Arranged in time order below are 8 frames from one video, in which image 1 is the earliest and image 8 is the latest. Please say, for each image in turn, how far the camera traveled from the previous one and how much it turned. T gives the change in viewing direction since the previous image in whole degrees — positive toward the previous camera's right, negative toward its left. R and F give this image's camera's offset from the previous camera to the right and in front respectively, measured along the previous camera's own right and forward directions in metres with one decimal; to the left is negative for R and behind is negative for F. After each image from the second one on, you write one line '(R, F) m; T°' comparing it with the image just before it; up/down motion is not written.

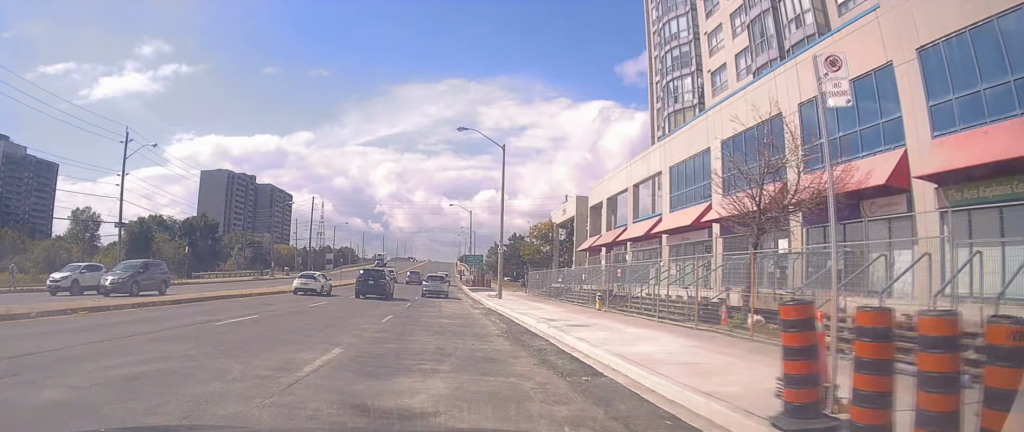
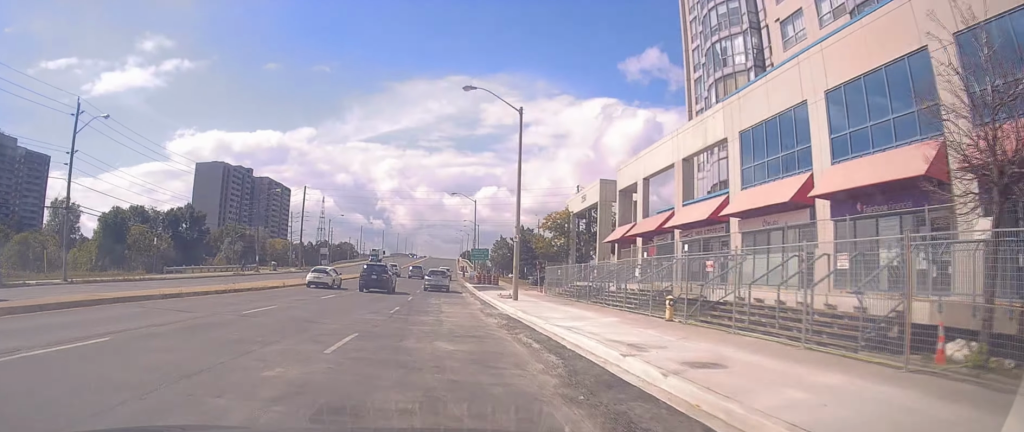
(0.0, +7.9) m; +2°
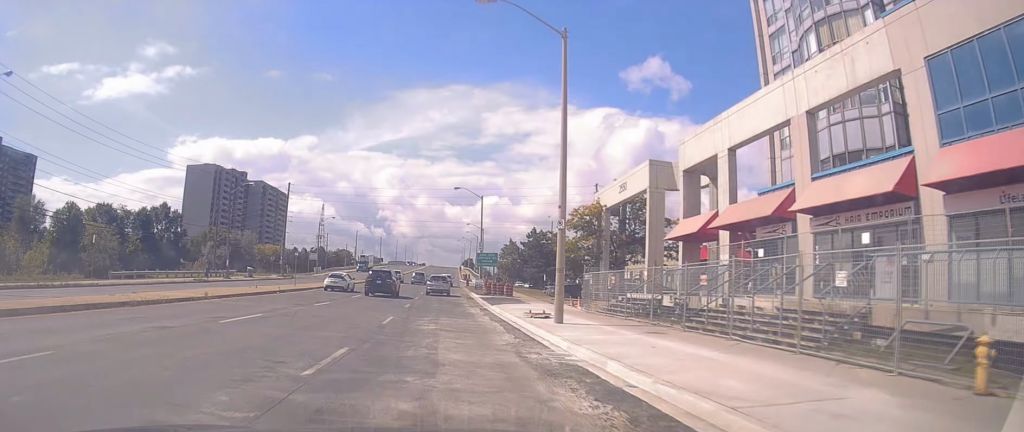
(+0.7, +11.6) m; +2°
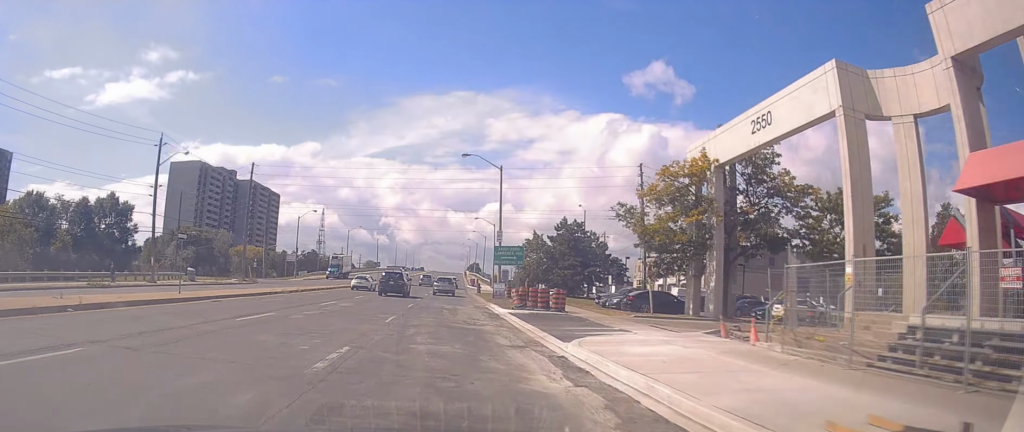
(-0.4, +19.3) m; -2°
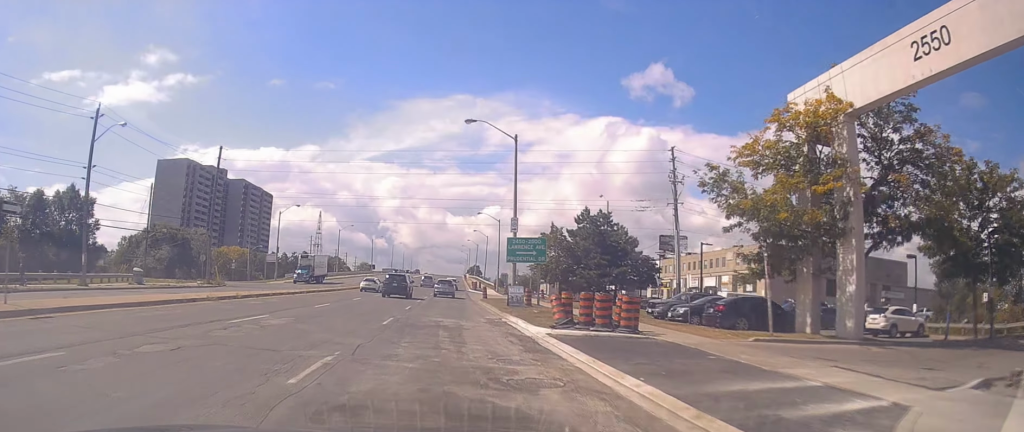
(-0.1, +10.6) m; -2°
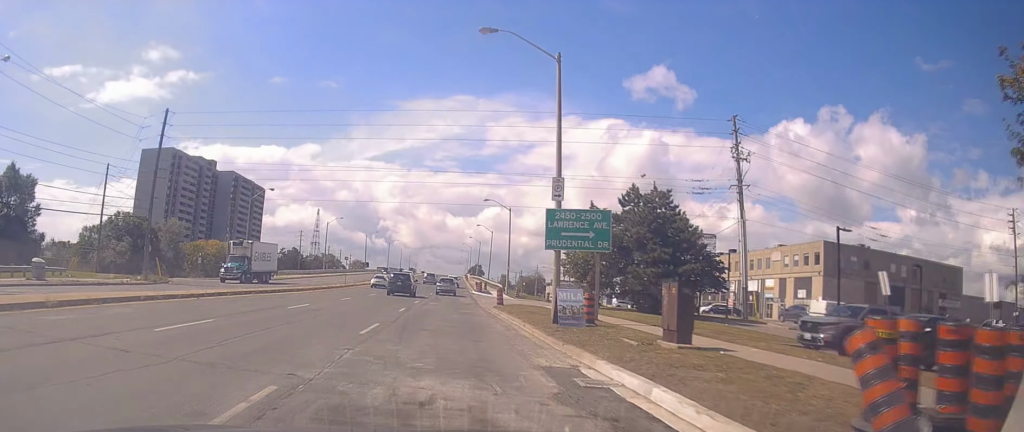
(-0.4, +13.7) m; -1°
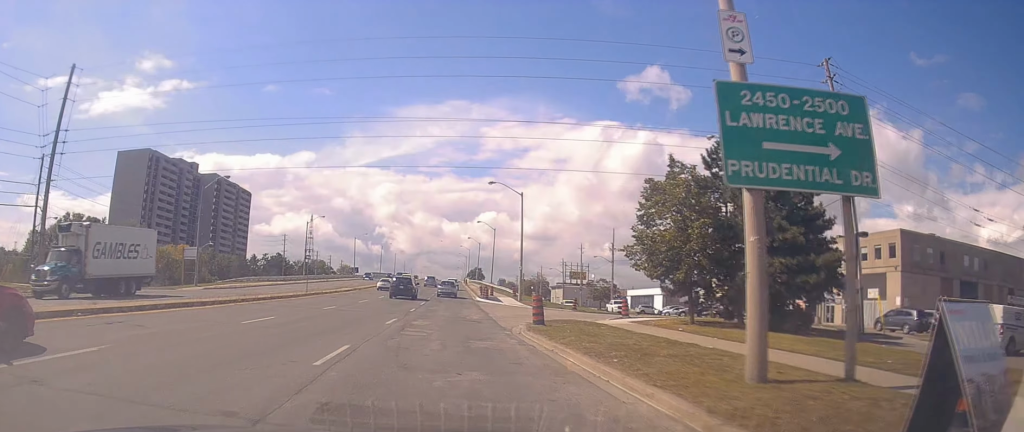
(+0.1, +14.4) m; +1°
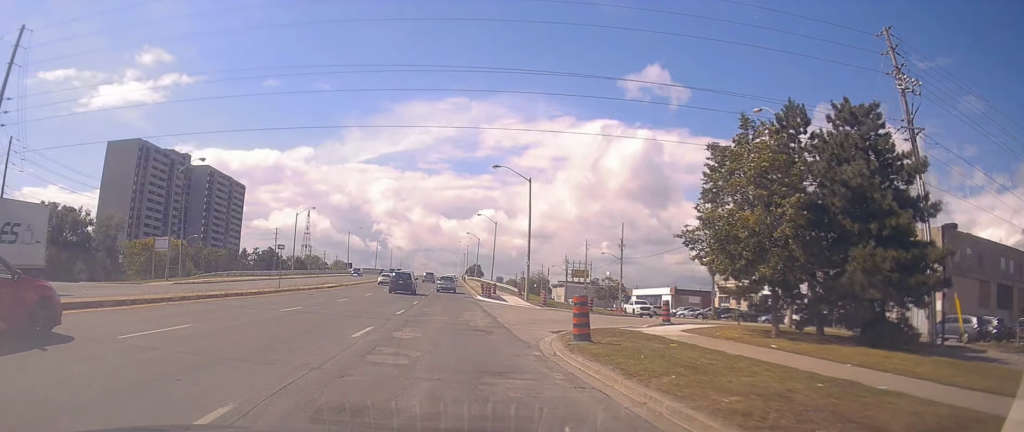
(-0.1, +6.3) m; +1°
